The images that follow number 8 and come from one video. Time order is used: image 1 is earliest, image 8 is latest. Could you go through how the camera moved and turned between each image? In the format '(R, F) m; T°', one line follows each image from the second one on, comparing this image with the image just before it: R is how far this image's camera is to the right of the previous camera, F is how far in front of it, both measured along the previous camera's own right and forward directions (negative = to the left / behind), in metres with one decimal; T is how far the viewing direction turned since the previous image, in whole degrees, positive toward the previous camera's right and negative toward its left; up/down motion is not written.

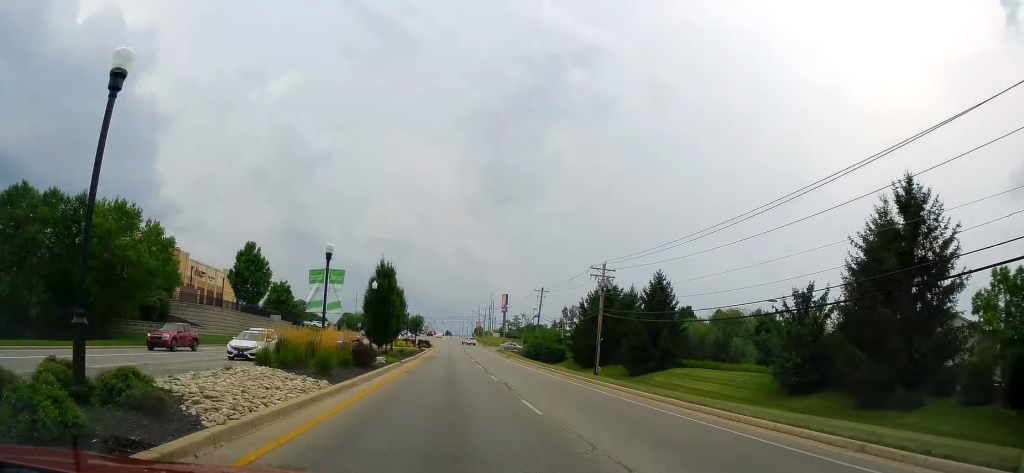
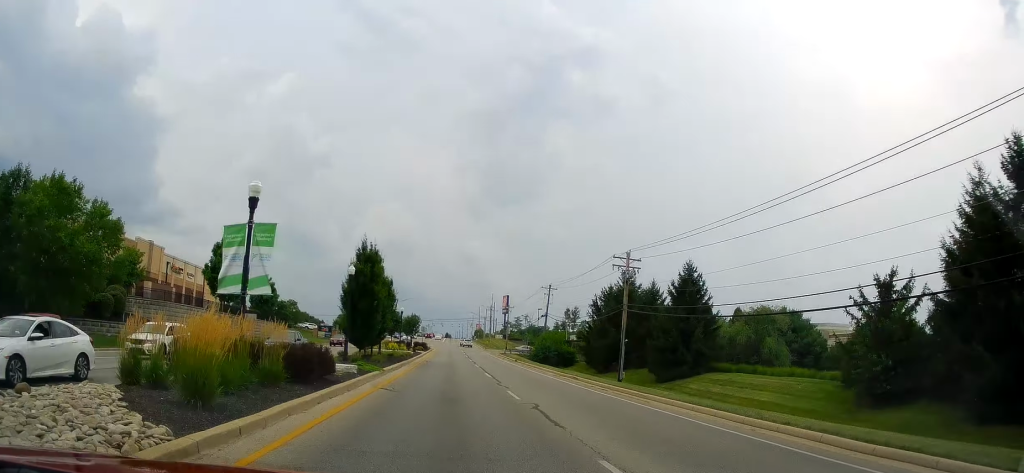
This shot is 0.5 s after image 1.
(-0.1, +8.3) m; -1°
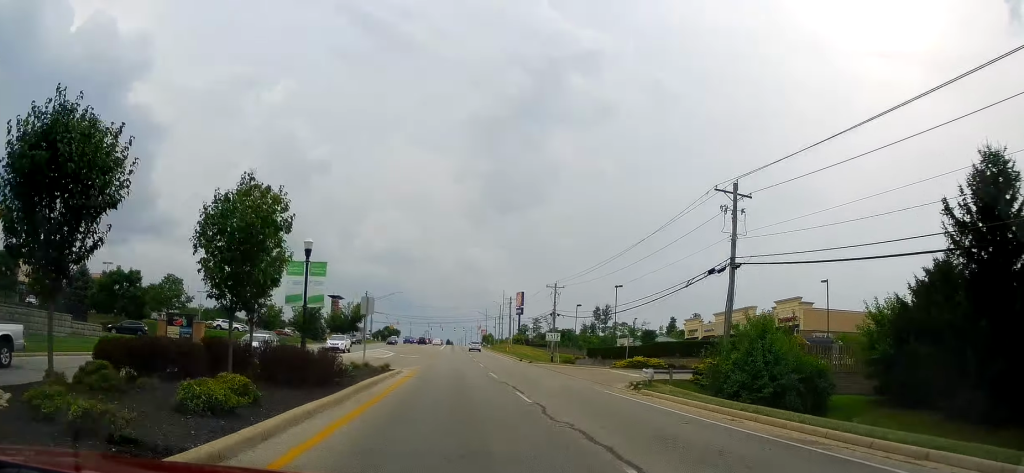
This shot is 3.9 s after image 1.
(-0.7, +62.6) m; -1°
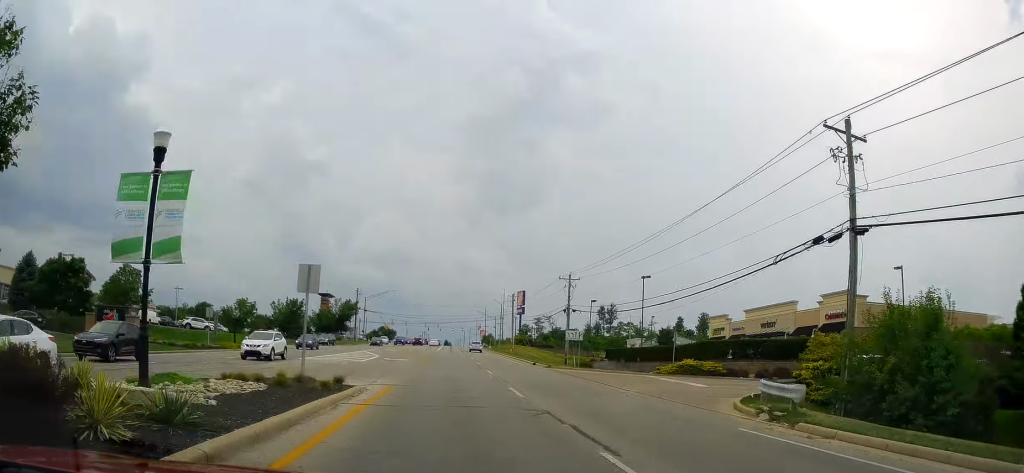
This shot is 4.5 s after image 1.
(-0.2, +11.6) m; +1°
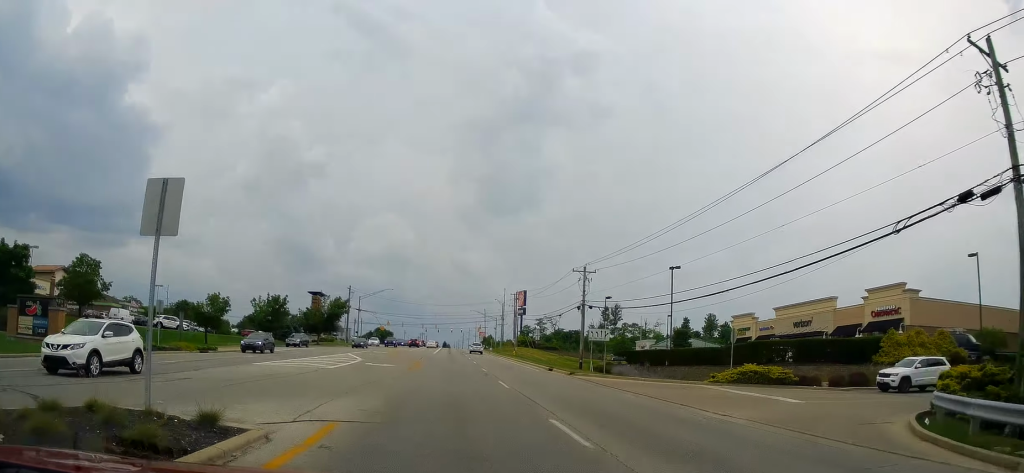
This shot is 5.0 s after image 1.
(+0.6, +9.1) m; 0°
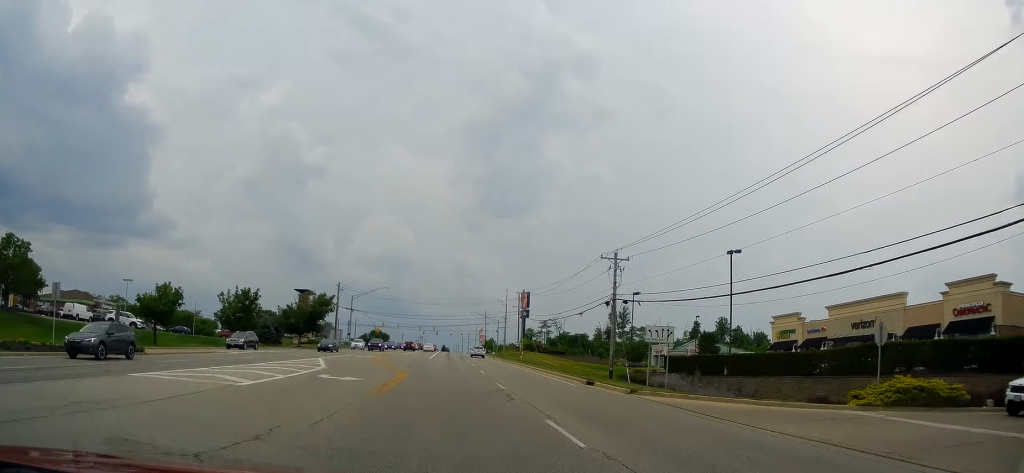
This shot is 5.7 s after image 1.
(0.0, +12.6) m; -1°
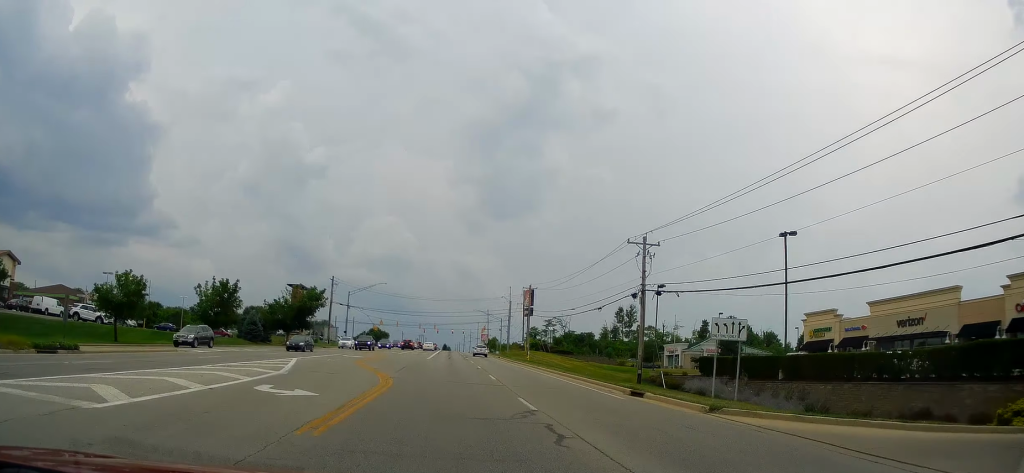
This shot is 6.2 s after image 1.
(-0.4, +7.7) m; -1°
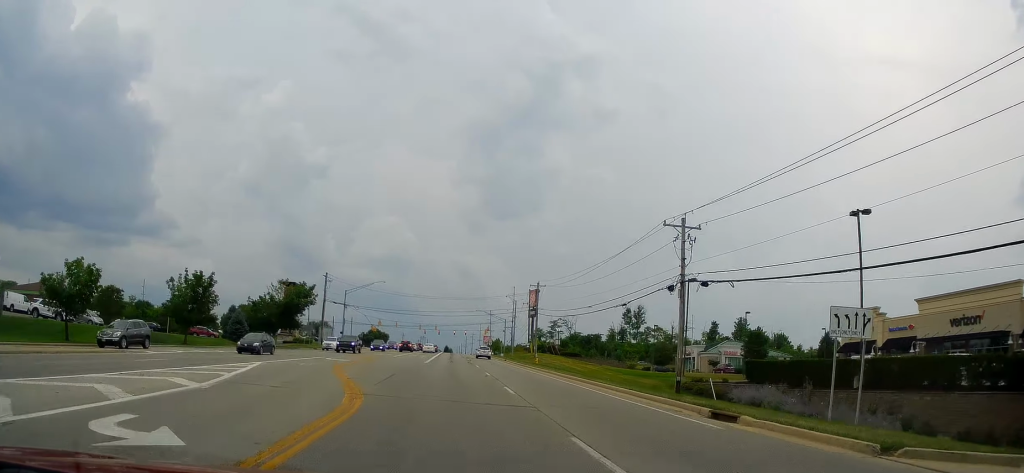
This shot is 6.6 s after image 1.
(-0.1, +7.6) m; 0°
